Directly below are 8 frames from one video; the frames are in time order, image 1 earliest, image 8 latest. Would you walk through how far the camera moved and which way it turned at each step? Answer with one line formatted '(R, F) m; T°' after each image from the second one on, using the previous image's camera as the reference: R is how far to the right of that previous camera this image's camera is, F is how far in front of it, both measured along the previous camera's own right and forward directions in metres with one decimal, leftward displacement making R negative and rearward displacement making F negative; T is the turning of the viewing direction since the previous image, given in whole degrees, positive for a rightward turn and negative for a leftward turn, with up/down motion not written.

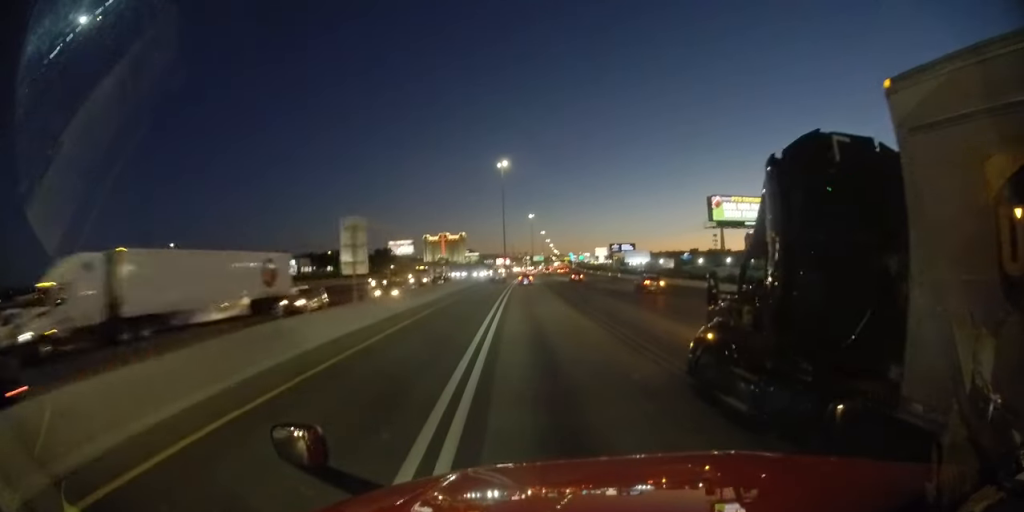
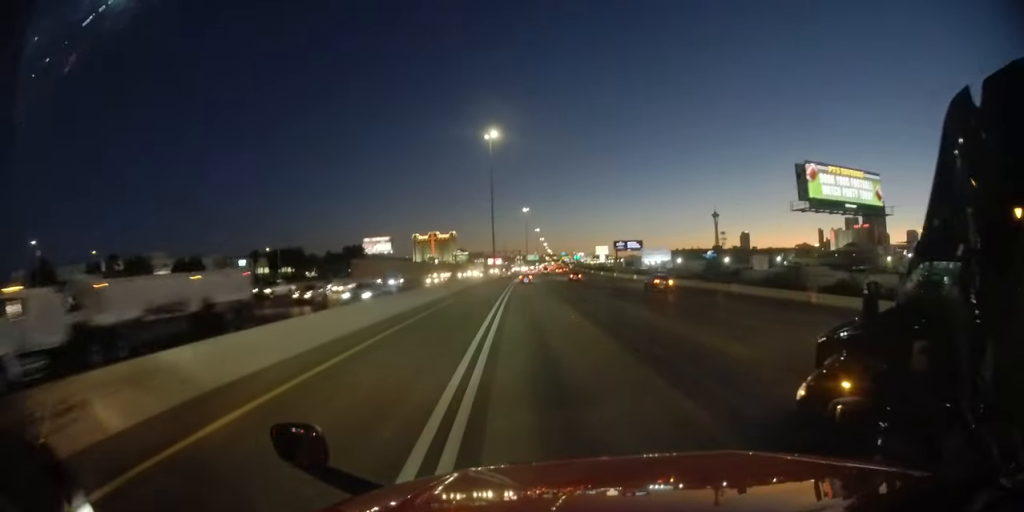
(0.0, +27.4) m; 0°
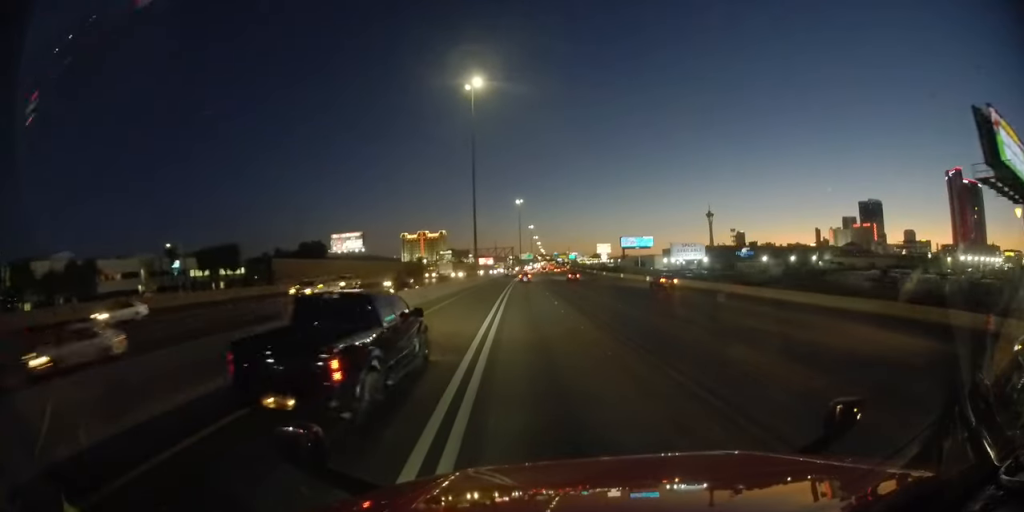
(+0.3, +27.6) m; +2°
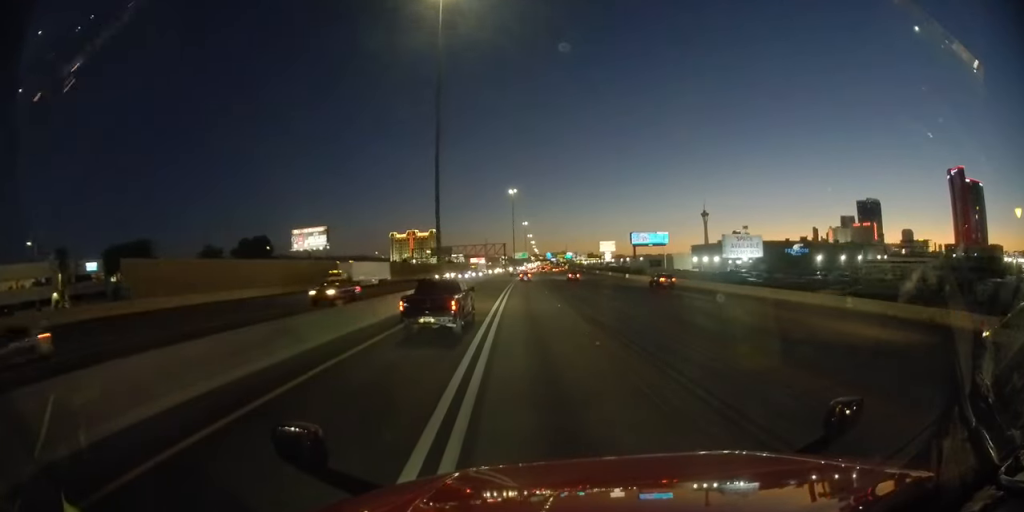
(+0.8, +26.7) m; +3°
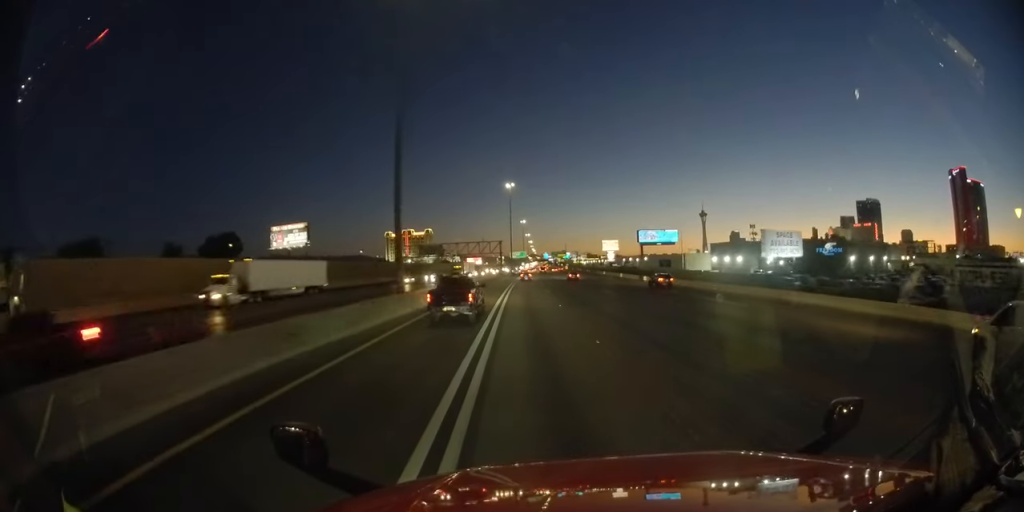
(+0.1, +12.1) m; +1°
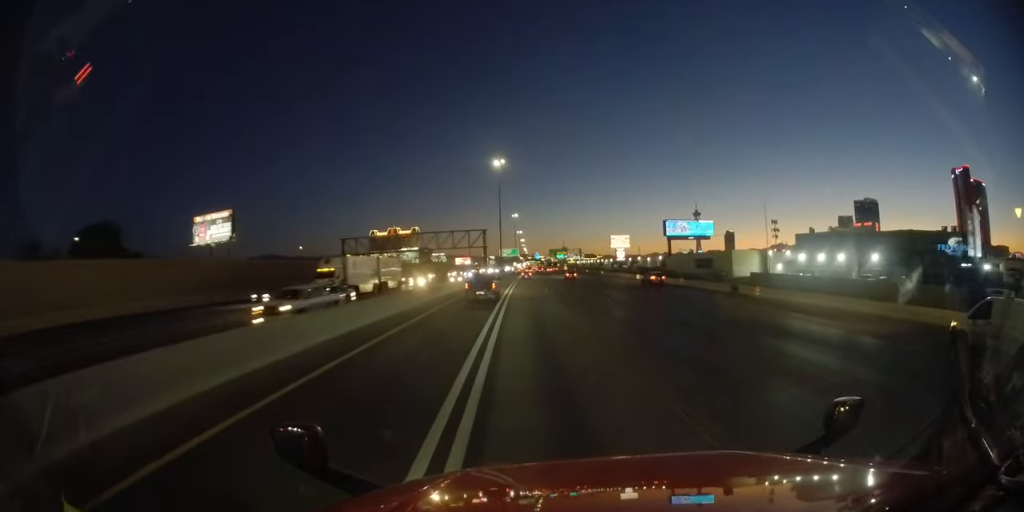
(+0.6, +33.8) m; +2°
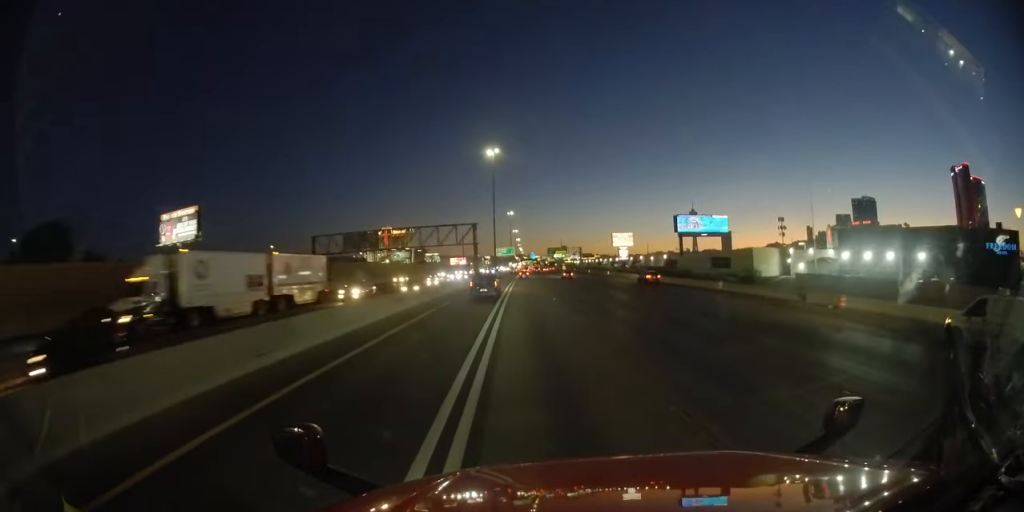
(0.0, +11.0) m; 0°
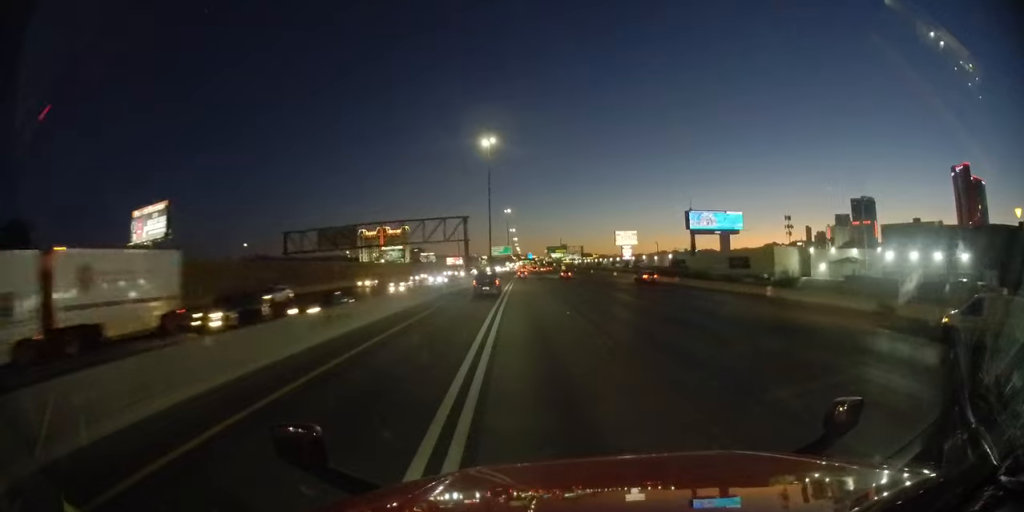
(0.0, +8.9) m; 0°
